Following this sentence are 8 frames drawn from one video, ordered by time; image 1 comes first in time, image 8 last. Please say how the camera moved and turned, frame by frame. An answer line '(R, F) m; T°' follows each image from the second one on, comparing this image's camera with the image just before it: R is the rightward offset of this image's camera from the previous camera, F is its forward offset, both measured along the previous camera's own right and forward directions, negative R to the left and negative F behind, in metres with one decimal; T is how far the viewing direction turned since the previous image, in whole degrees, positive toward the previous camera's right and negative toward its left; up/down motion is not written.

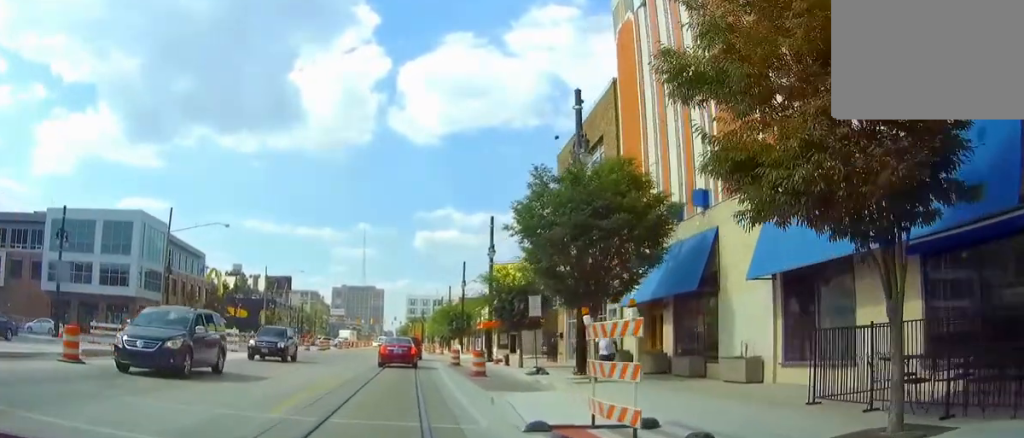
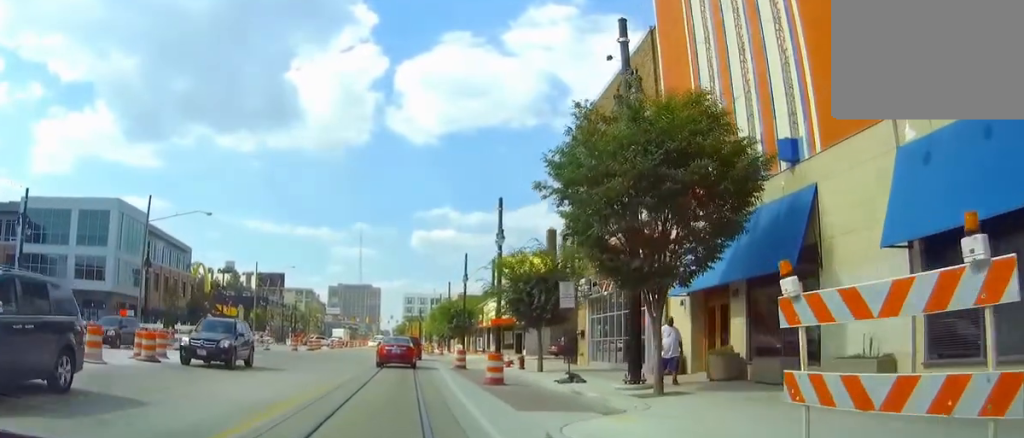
(+0.1, +4.7) m; +1°
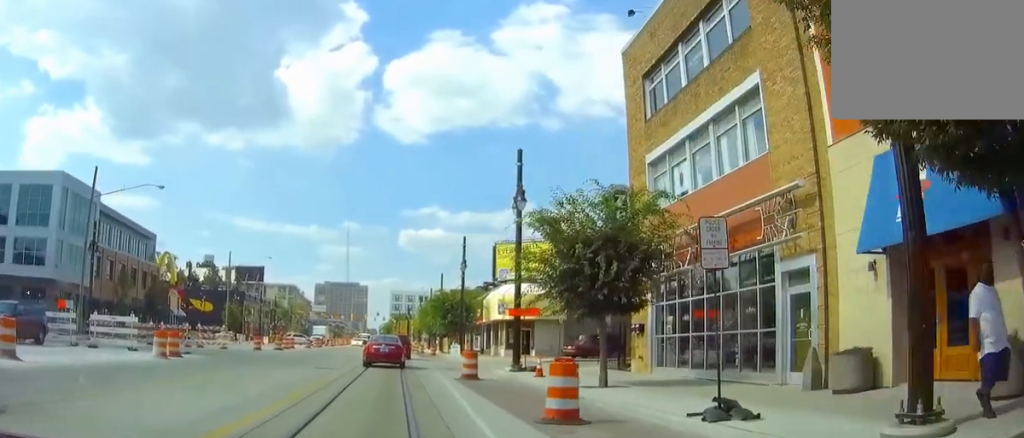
(+0.7, +9.4) m; +1°
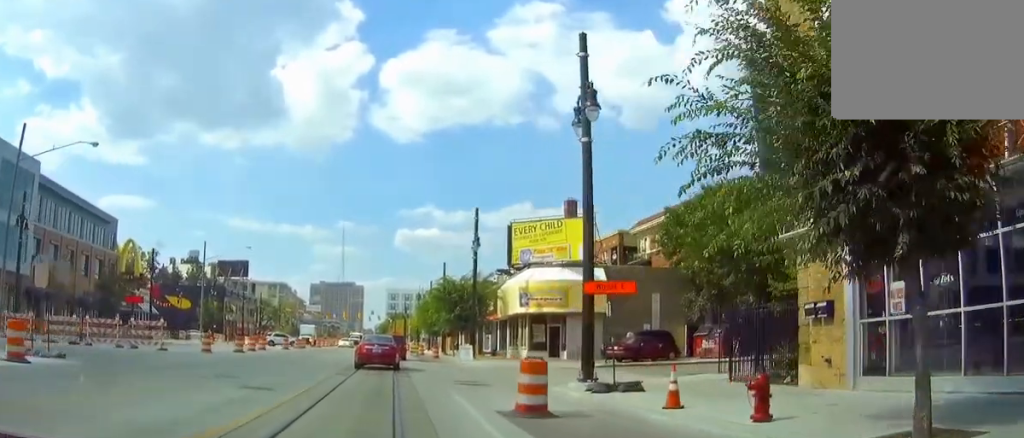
(-0.6, +11.3) m; -4°
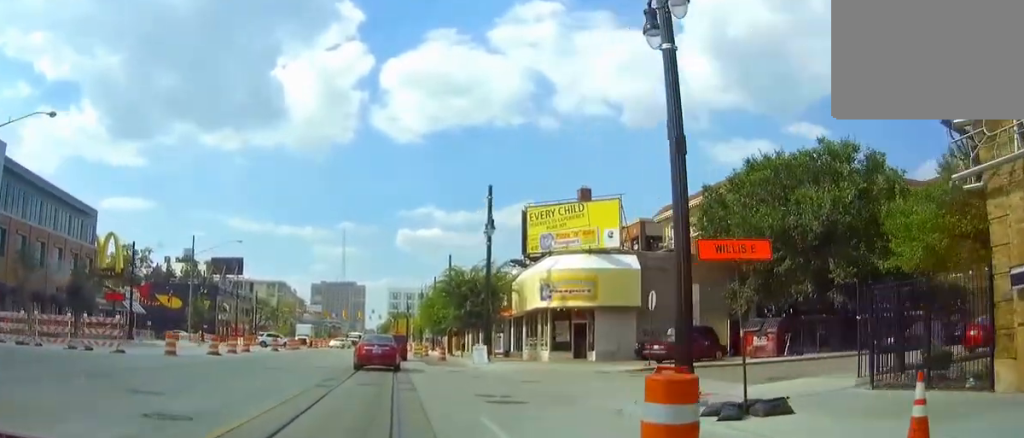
(-0.1, +5.6) m; -1°
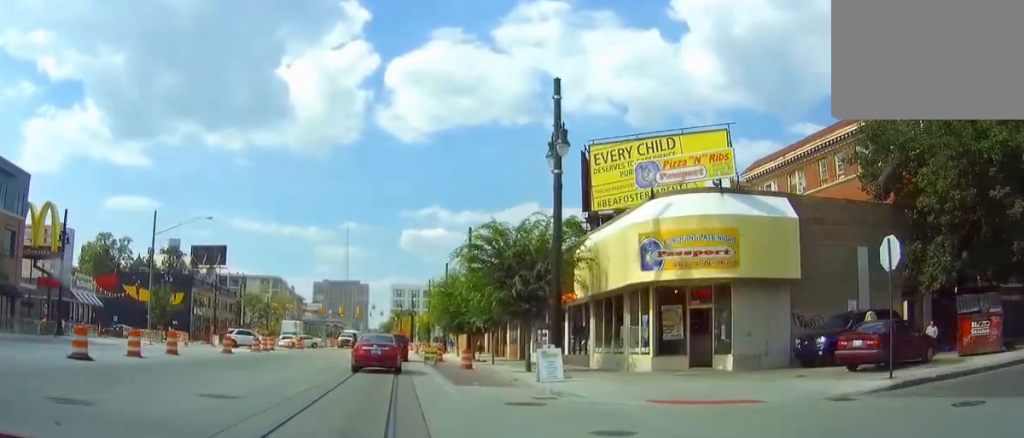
(-0.2, +15.7) m; -1°
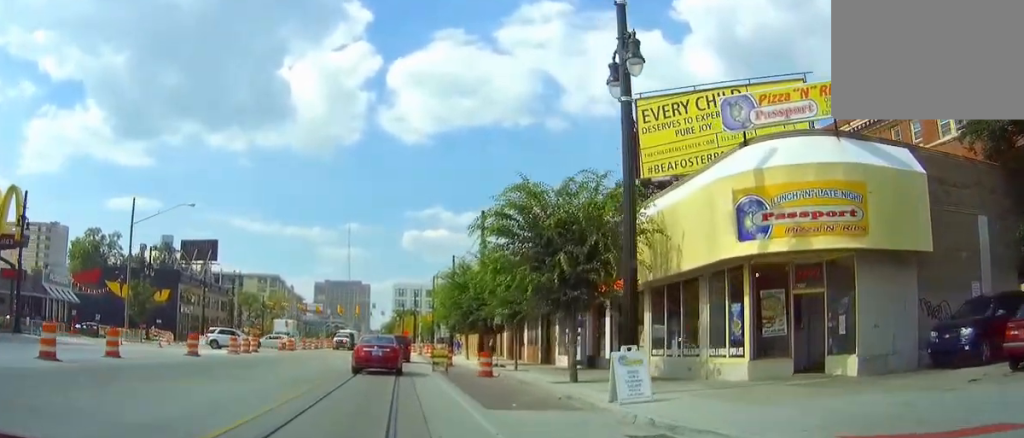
(0.0, +7.1) m; 0°
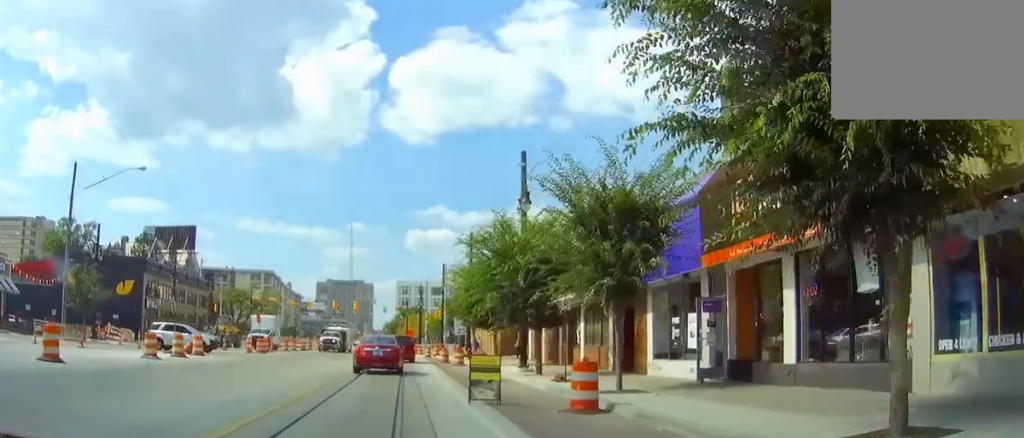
(-0.1, +14.4) m; -3°
